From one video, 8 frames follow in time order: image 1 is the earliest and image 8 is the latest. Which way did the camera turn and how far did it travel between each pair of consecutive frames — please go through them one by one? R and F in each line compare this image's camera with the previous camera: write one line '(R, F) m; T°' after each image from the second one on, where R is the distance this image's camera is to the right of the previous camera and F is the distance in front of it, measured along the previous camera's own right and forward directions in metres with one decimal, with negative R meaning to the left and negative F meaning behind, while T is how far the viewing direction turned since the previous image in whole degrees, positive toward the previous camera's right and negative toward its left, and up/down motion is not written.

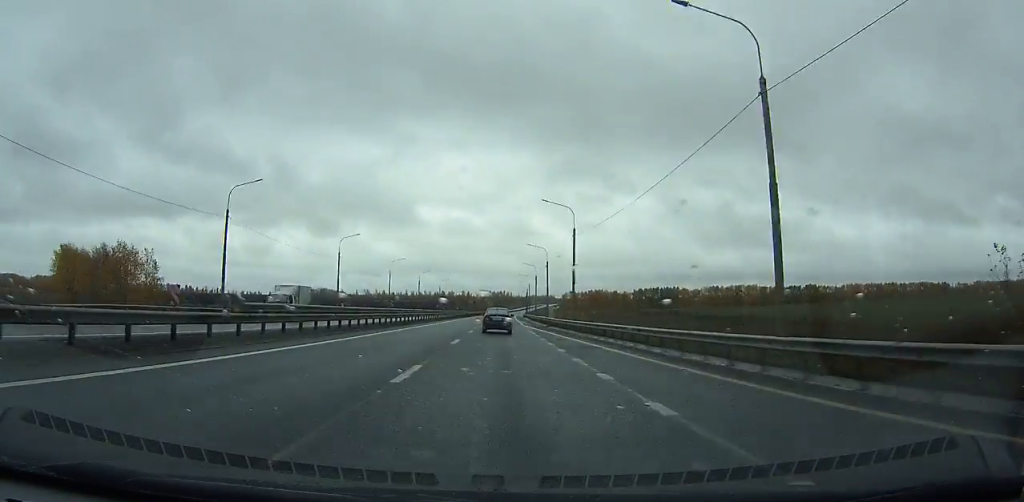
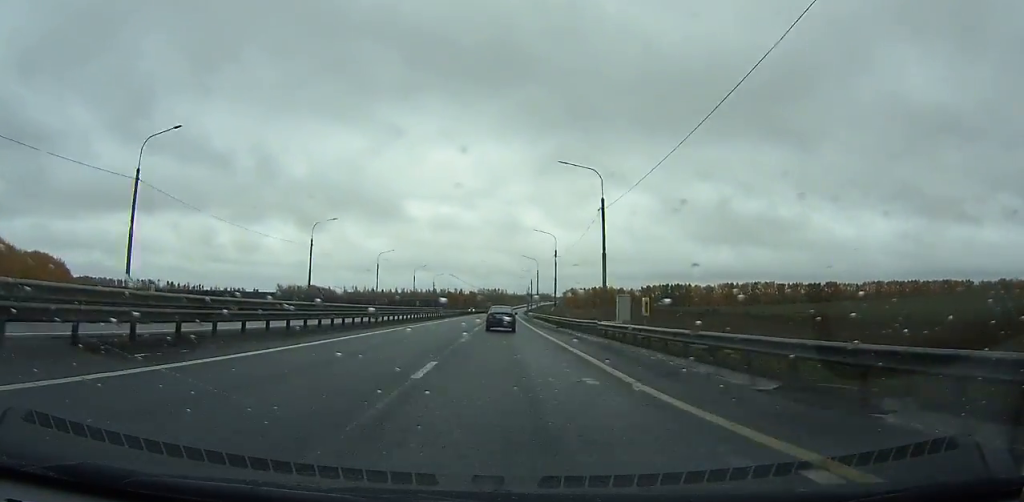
(+0.1, +50.5) m; +1°
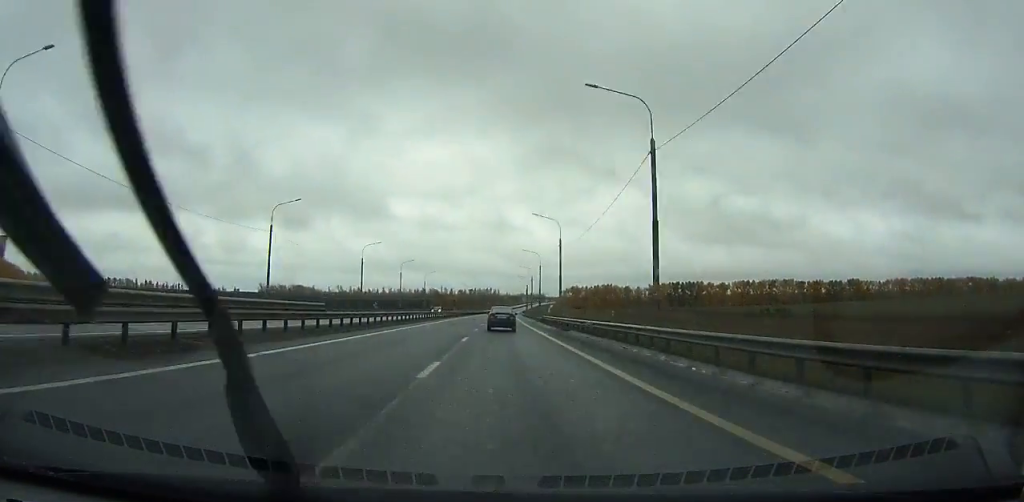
(+0.5, +51.4) m; +1°
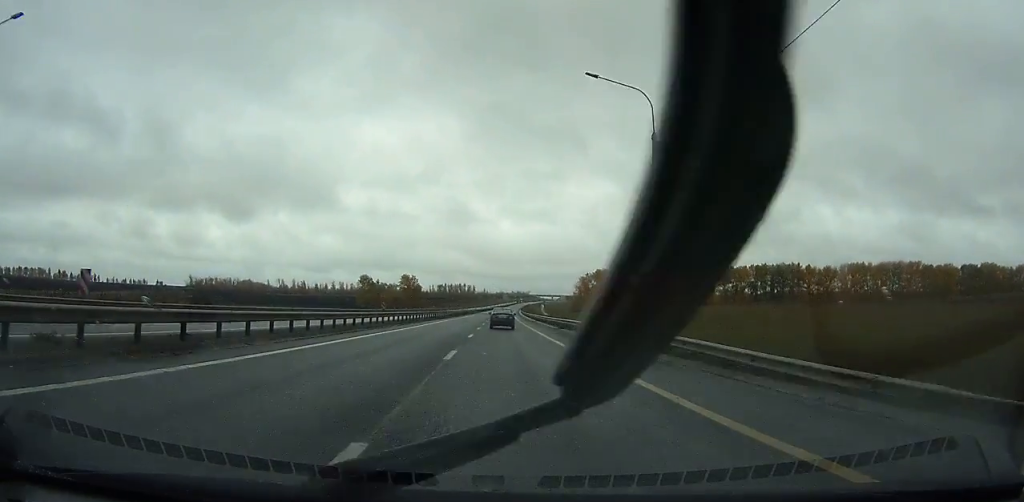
(+3.9, +182.6) m; +2°
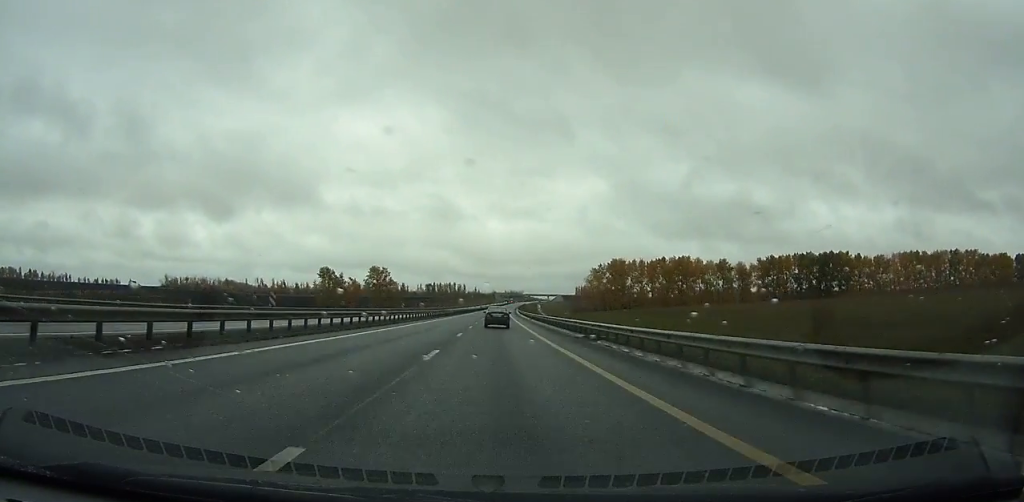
(+0.1, +50.3) m; +1°
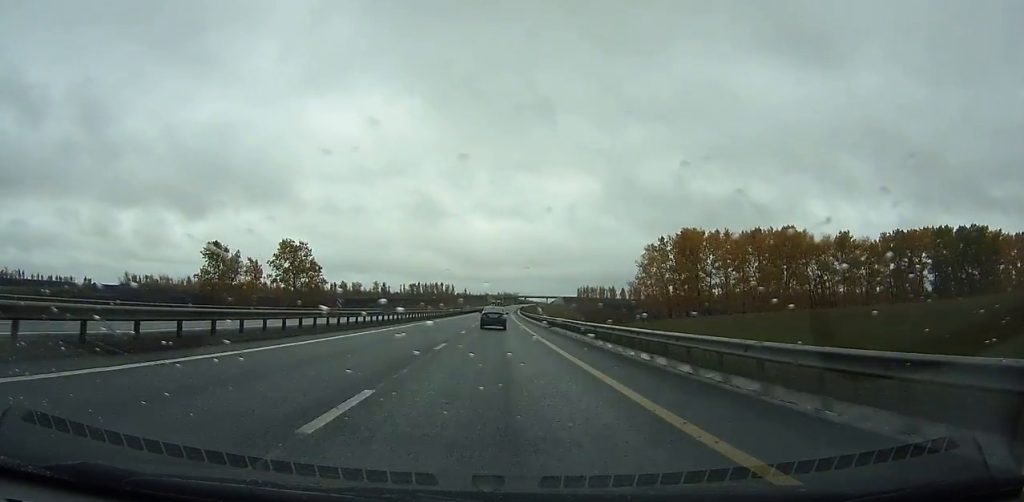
(+0.8, +78.1) m; +1°
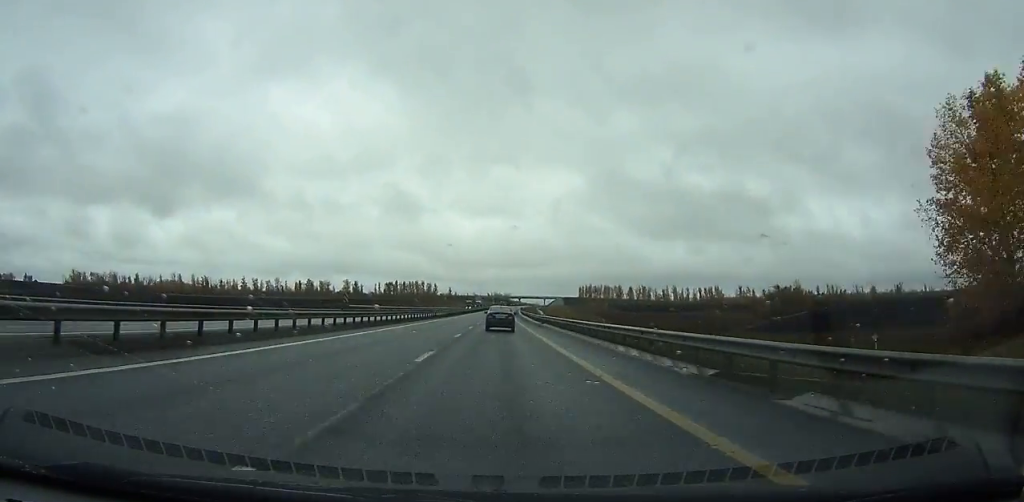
(+0.6, +80.4) m; +1°
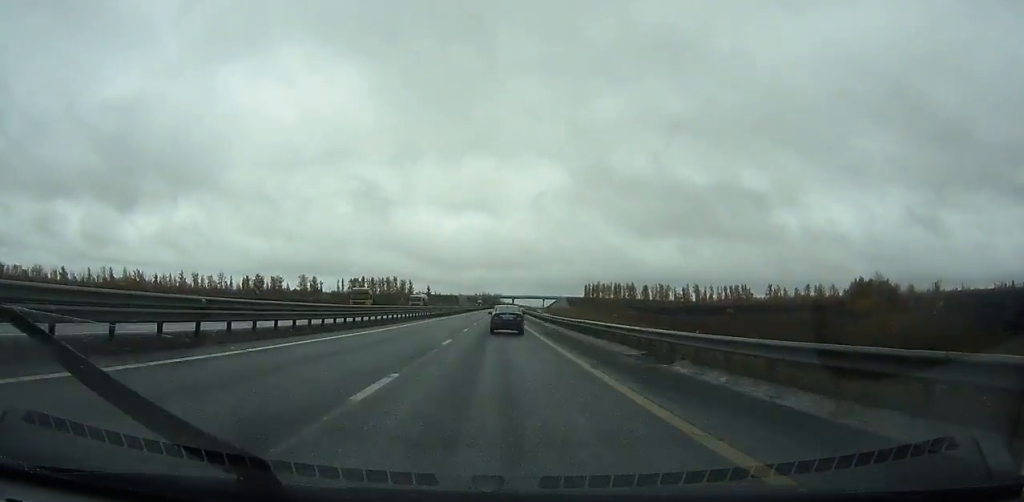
(+0.8, +92.5) m; +1°
